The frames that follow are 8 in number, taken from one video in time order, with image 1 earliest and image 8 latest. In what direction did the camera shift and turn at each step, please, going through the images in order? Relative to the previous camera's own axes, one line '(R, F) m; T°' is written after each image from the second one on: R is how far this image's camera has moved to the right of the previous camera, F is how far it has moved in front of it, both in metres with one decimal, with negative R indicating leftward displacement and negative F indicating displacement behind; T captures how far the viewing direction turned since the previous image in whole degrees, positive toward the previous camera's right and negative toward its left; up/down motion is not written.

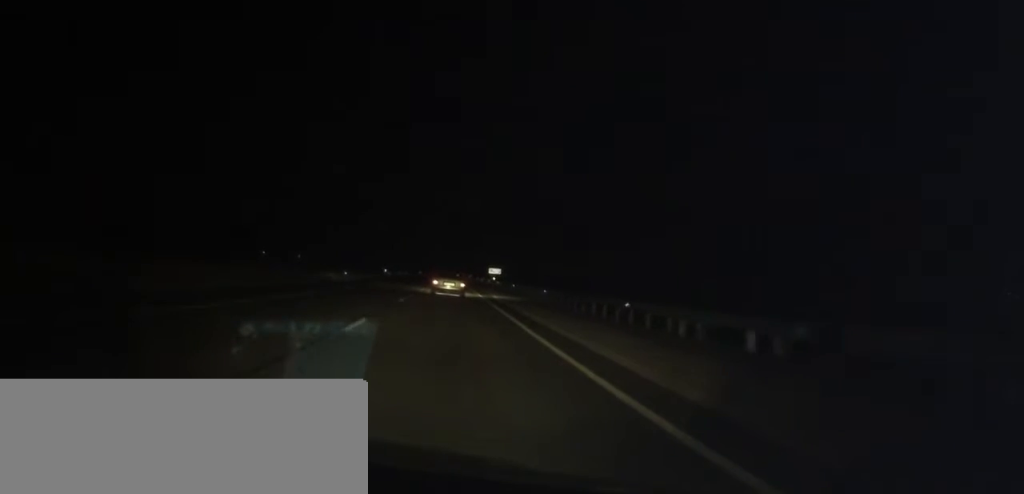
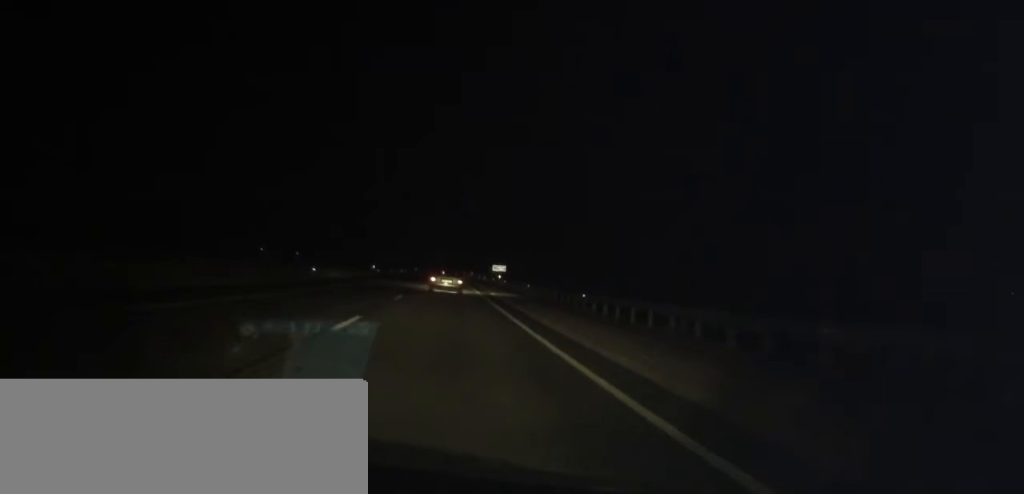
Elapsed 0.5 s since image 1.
(+0.2, +12.4) m; 0°
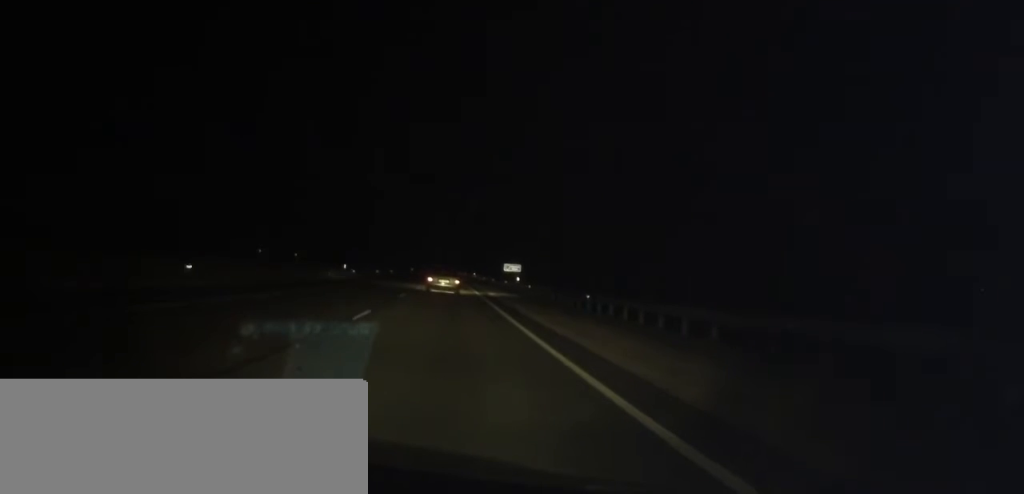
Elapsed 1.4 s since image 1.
(0.0, +21.0) m; 0°
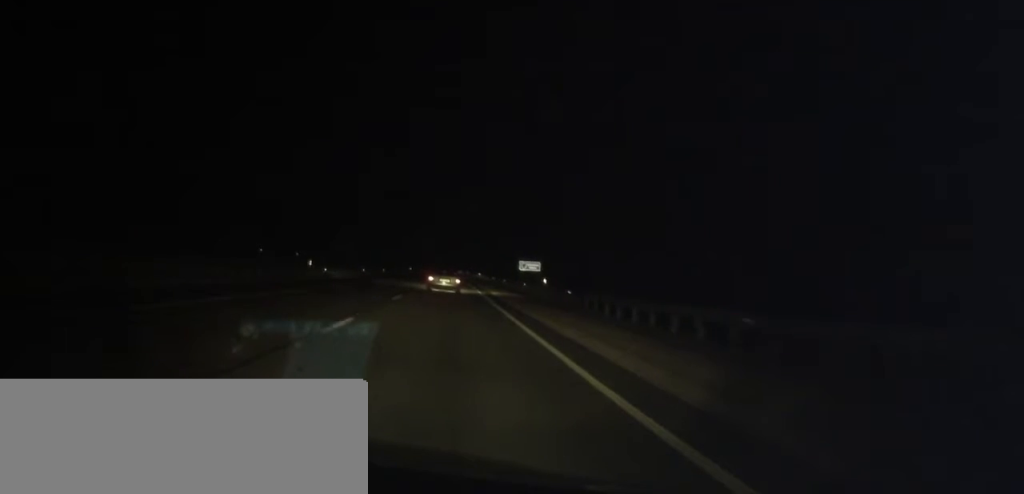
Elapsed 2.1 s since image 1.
(-0.1, +14.8) m; 0°
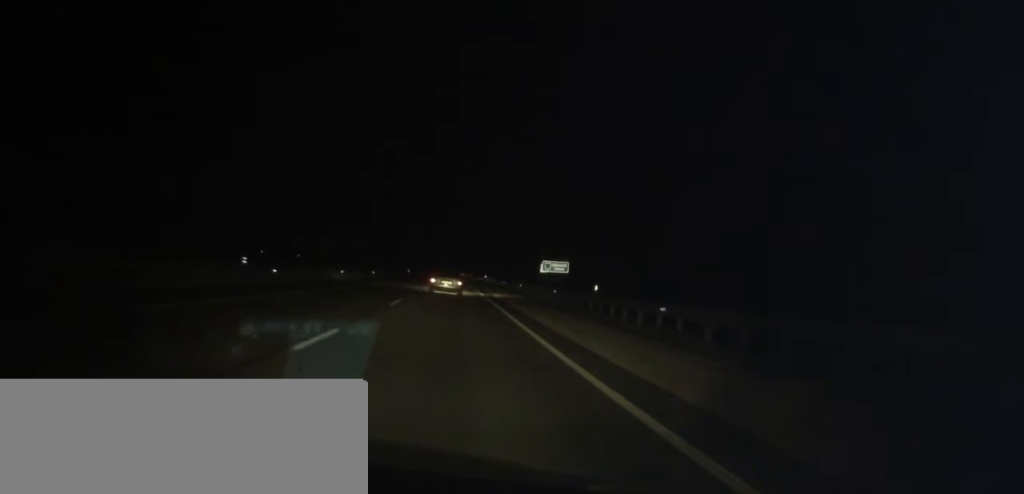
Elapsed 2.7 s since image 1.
(+0.2, +14.0) m; 0°
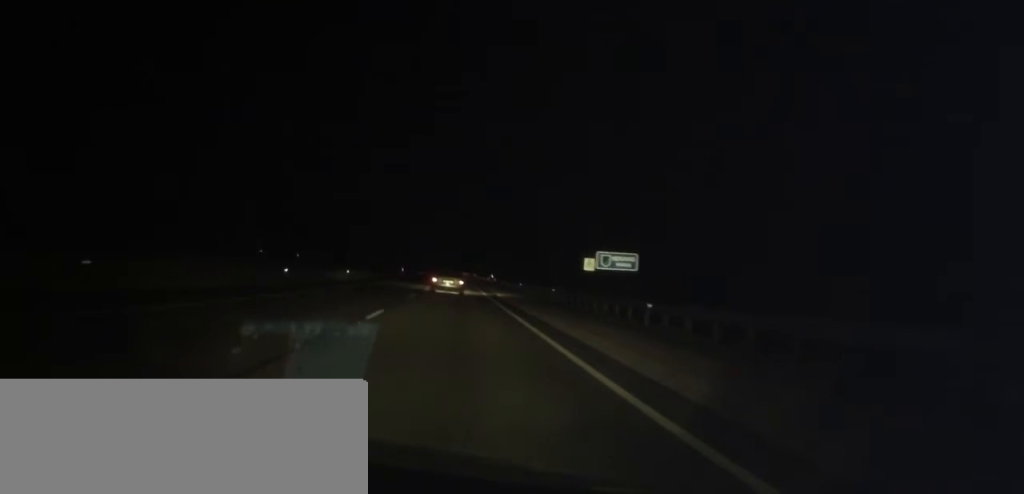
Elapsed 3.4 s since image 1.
(-0.1, +18.0) m; -1°
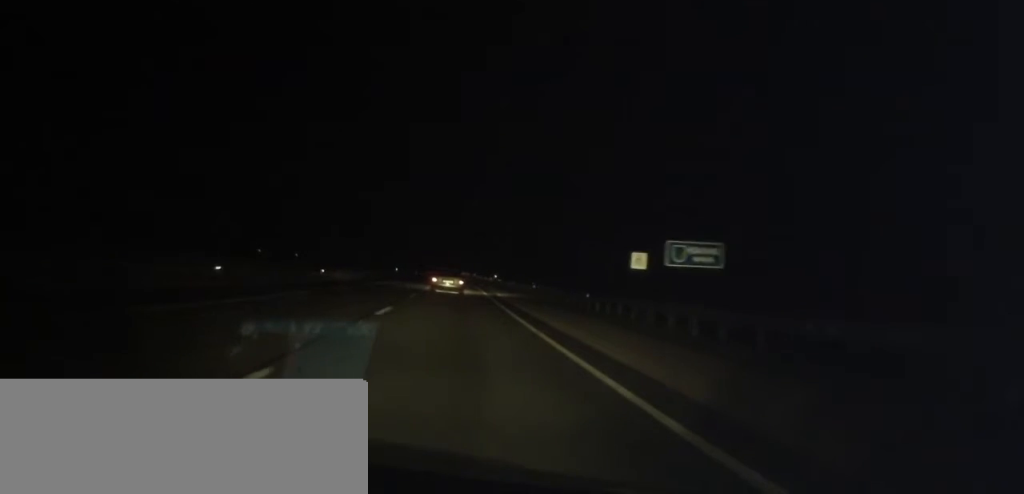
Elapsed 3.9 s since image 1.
(0.0, +10.2) m; 0°
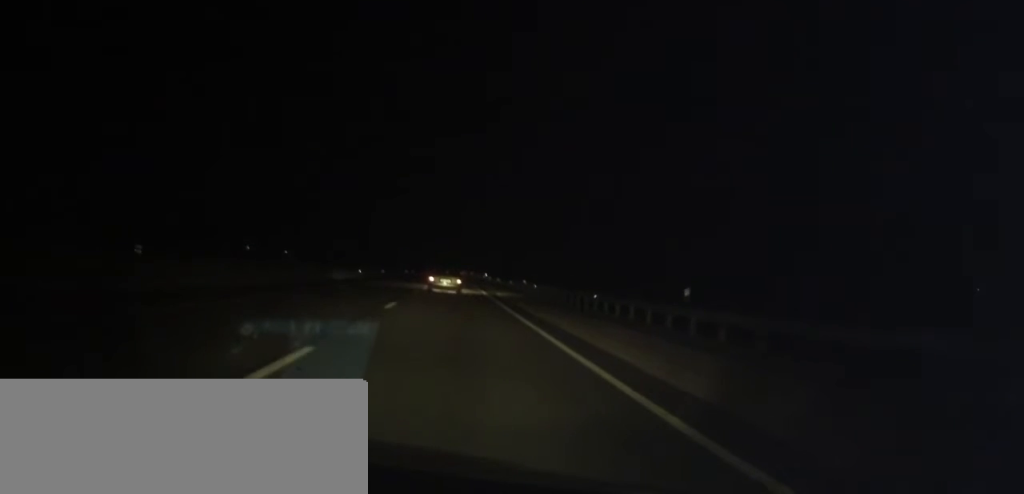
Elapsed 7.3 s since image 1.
(+0.3, +81.7) m; +1°
